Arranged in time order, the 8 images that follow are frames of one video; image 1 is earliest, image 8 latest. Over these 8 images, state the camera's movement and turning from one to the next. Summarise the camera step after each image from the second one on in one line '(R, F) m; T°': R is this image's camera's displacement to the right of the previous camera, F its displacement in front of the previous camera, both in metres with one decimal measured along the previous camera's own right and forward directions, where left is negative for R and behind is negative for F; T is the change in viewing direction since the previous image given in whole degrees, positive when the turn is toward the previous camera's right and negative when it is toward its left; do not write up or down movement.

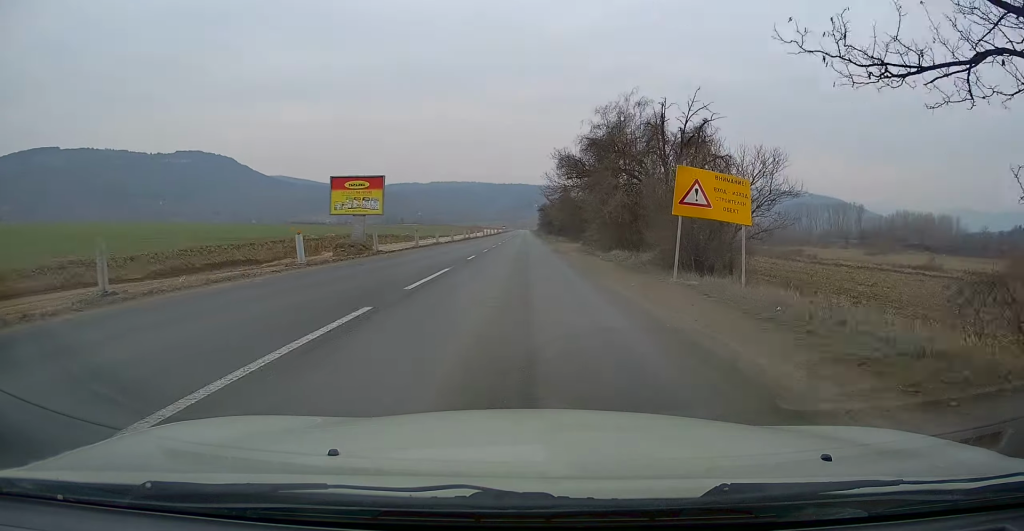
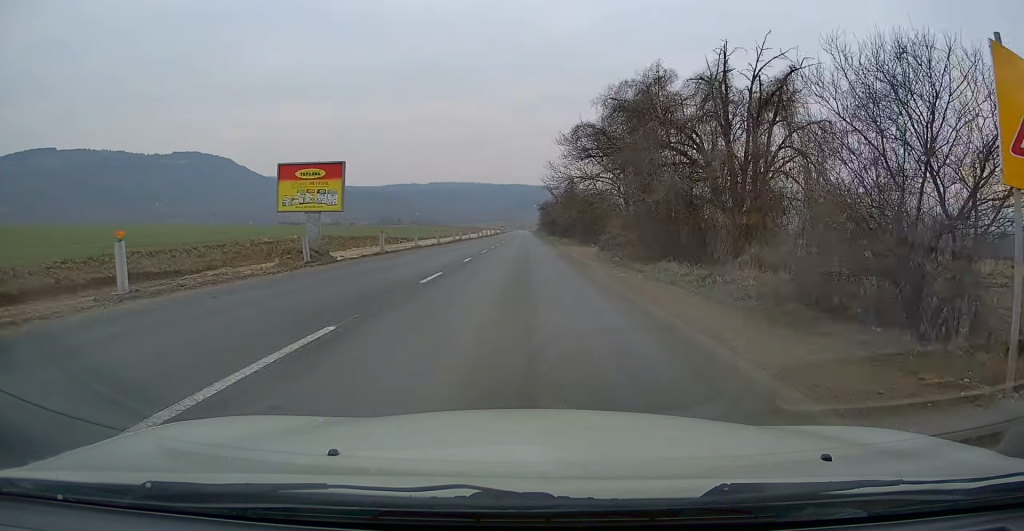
(0.0, +10.6) m; 0°
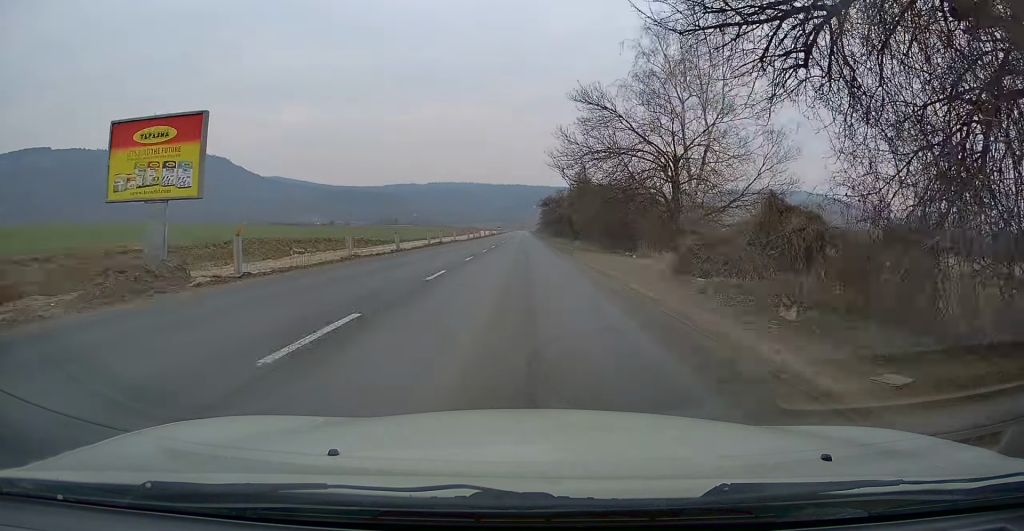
(-0.1, +17.1) m; 0°
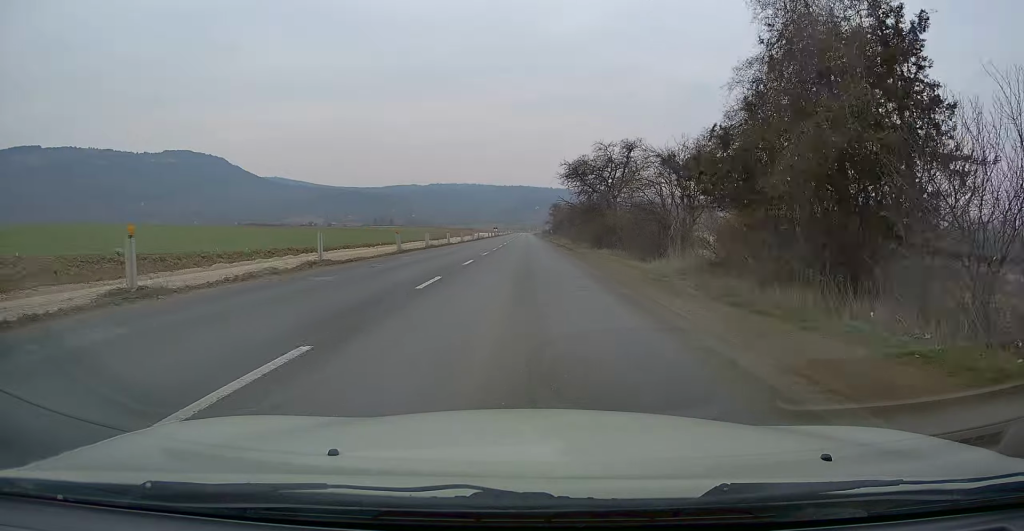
(+0.2, +47.3) m; 0°
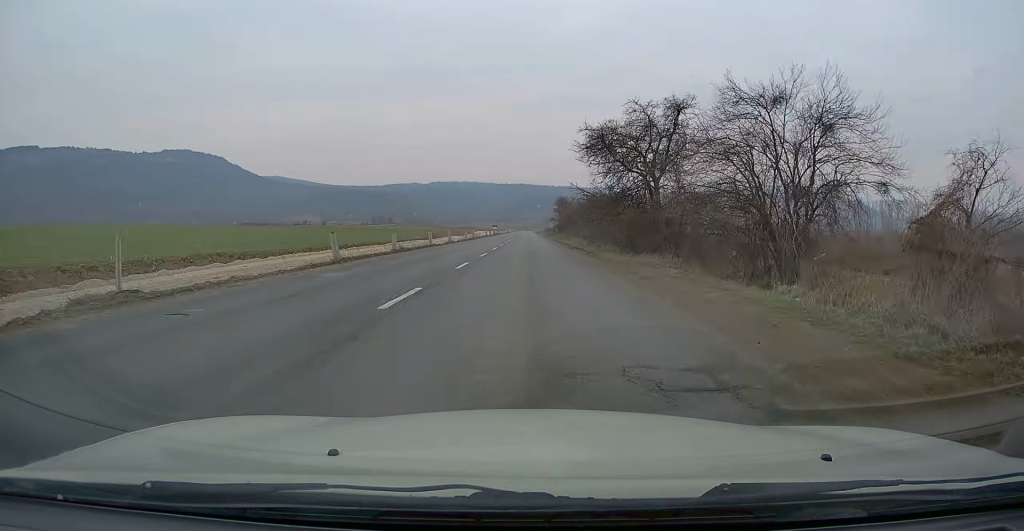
(0.0, +12.5) m; 0°
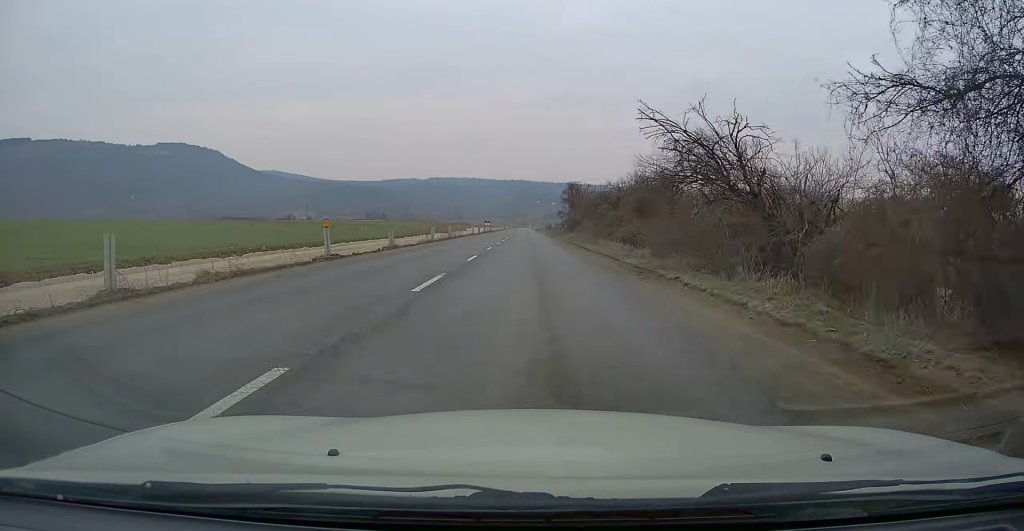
(+0.1, +24.9) m; +1°
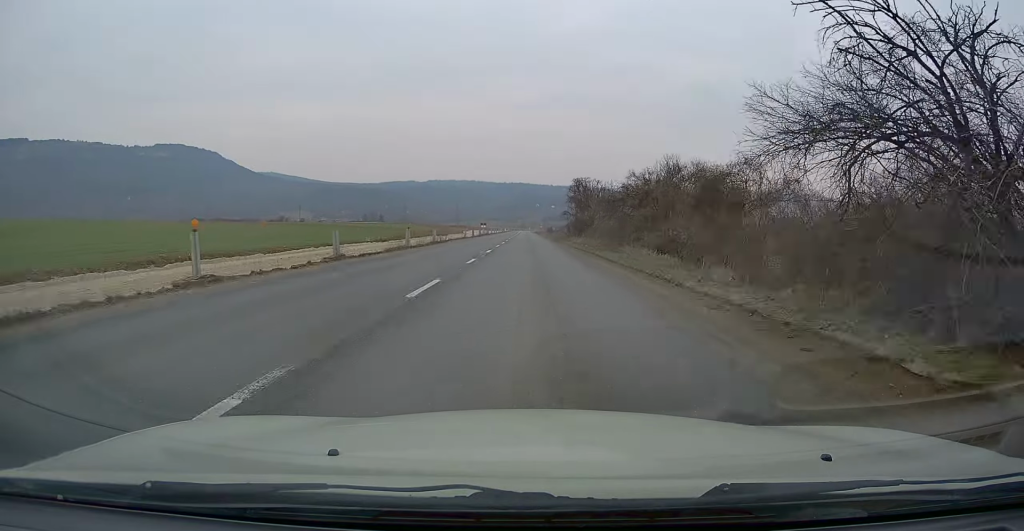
(+0.1, +9.7) m; 0°
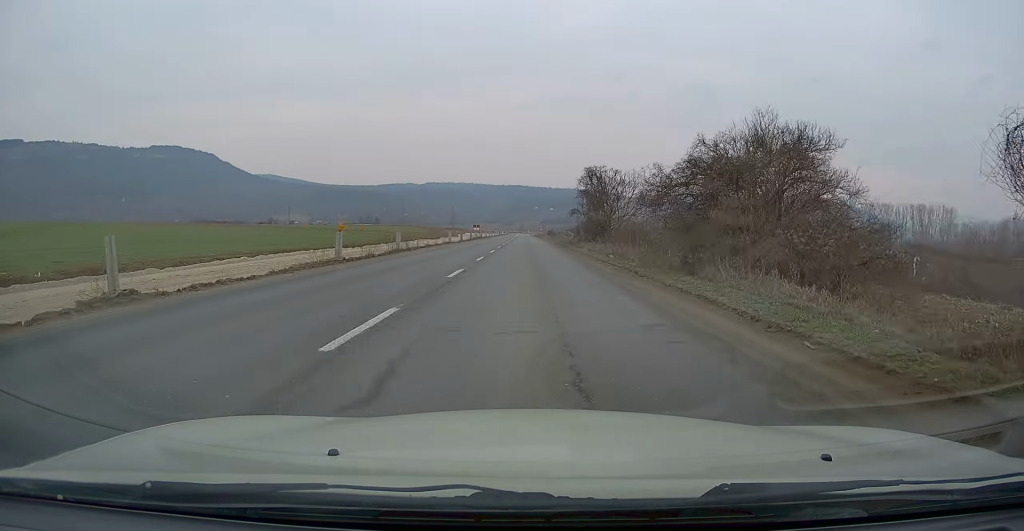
(-0.1, +13.5) m; 0°
